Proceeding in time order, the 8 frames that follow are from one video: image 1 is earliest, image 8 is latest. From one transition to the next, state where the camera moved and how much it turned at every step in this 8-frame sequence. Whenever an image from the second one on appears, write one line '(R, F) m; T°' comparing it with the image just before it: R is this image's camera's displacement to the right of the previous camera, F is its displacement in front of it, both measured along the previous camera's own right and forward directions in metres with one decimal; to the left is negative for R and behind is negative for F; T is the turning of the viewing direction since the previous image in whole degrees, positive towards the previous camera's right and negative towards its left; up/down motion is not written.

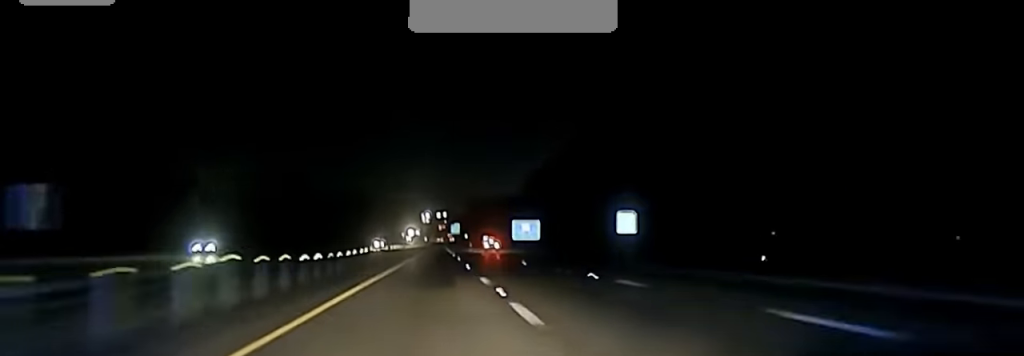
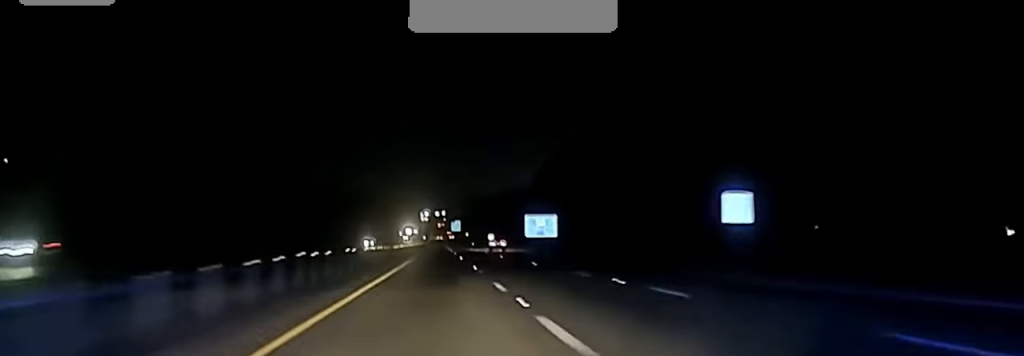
(0.0, +27.7) m; 0°
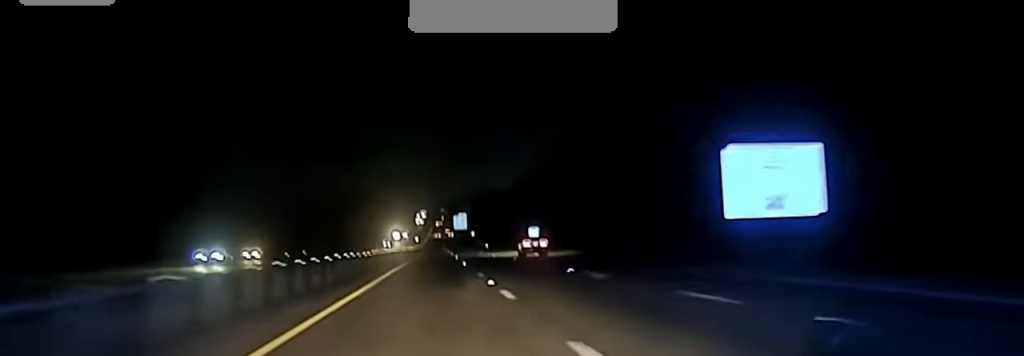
(+1.0, +112.2) m; +1°
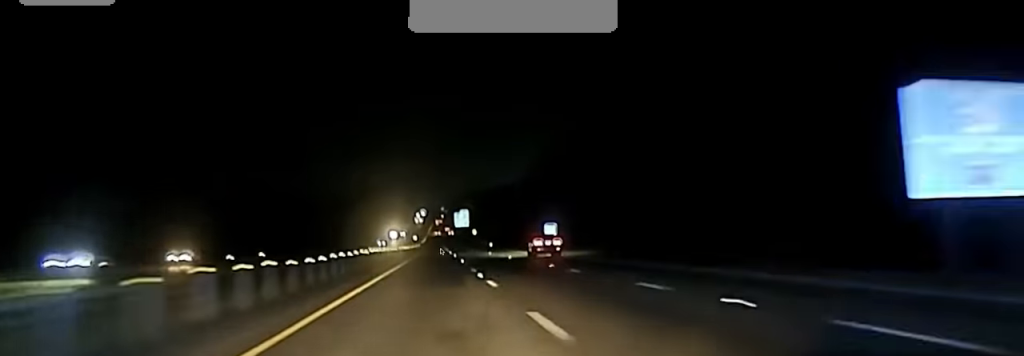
(0.0, +20.6) m; 0°
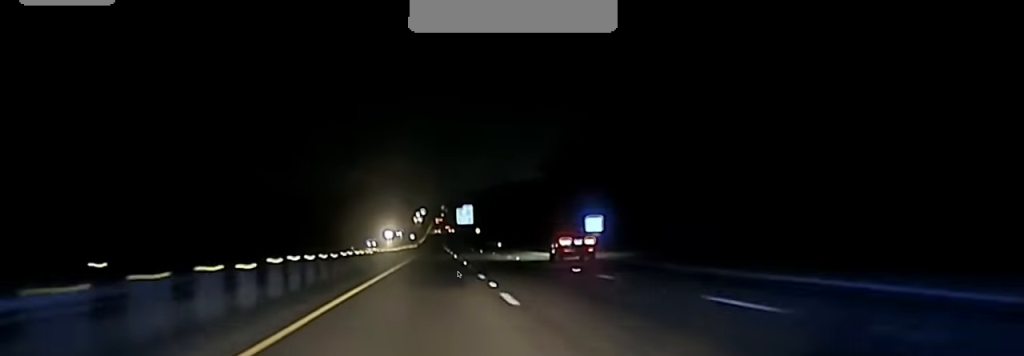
(0.0, +32.7) m; 0°
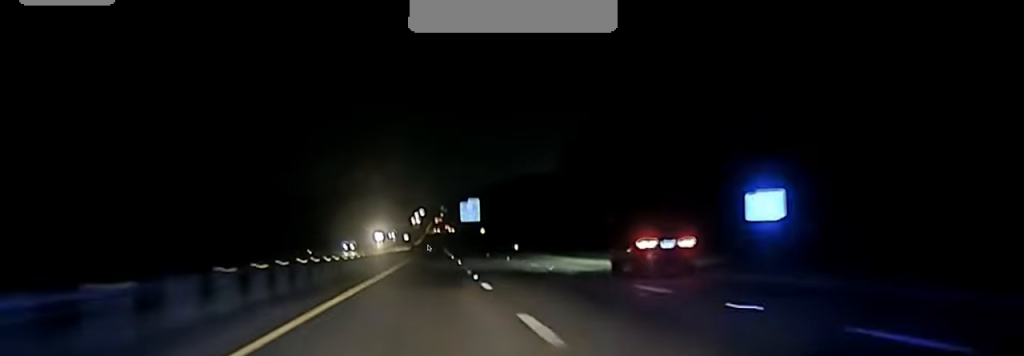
(-0.3, +40.8) m; 0°
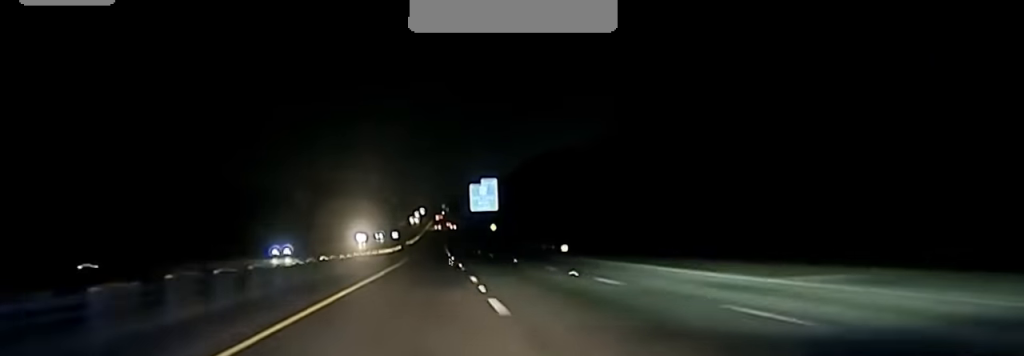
(+0.4, +61.1) m; 0°
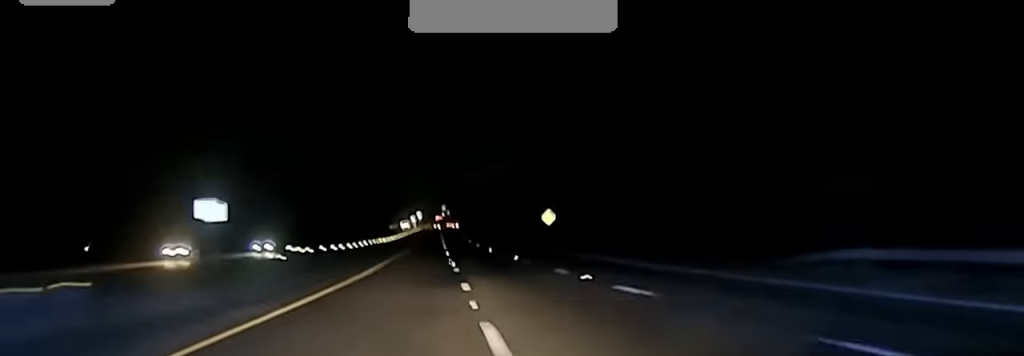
(-0.8, +144.3) m; 0°
